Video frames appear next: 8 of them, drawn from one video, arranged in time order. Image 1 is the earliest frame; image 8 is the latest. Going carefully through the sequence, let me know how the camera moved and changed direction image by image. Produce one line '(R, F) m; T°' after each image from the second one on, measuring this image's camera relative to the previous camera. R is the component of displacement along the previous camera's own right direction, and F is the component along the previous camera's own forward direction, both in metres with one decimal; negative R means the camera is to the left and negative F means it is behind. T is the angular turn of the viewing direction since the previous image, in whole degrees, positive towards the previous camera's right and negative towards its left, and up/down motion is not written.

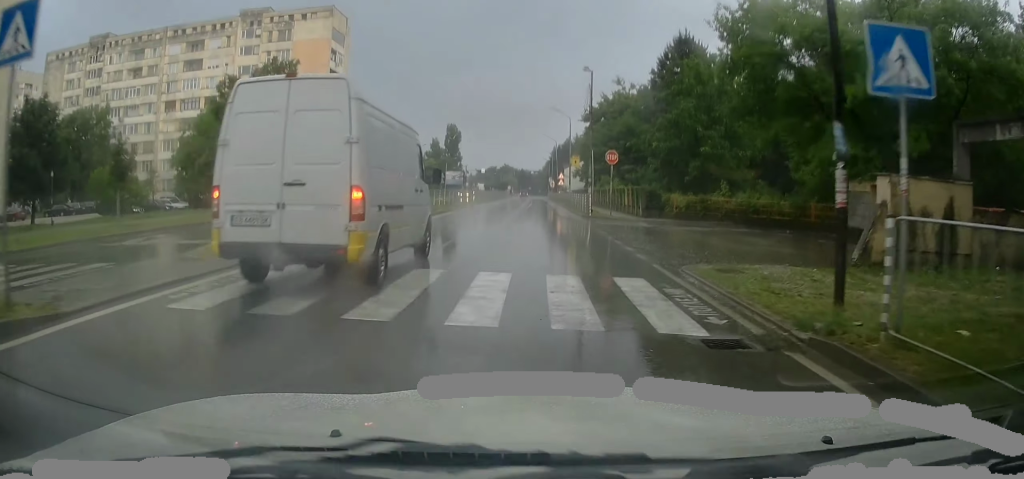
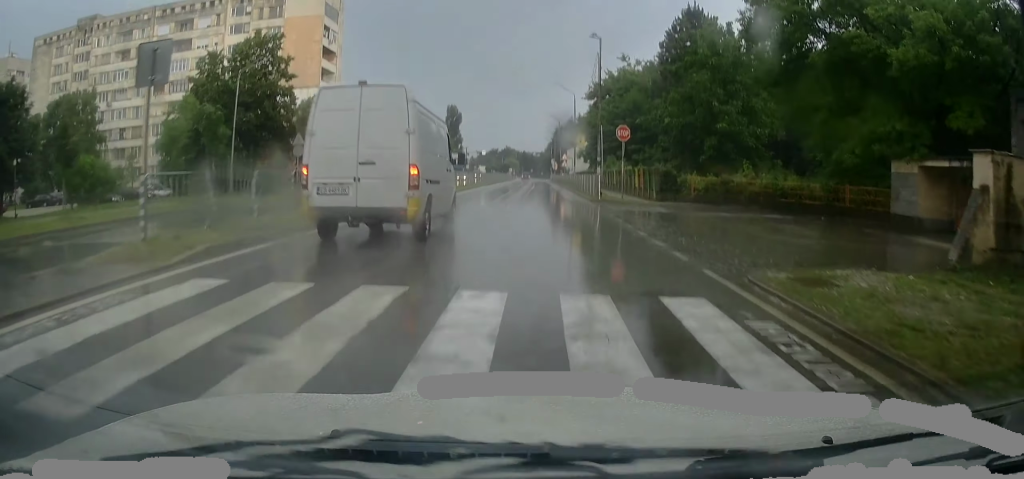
(-0.2, +3.8) m; 0°
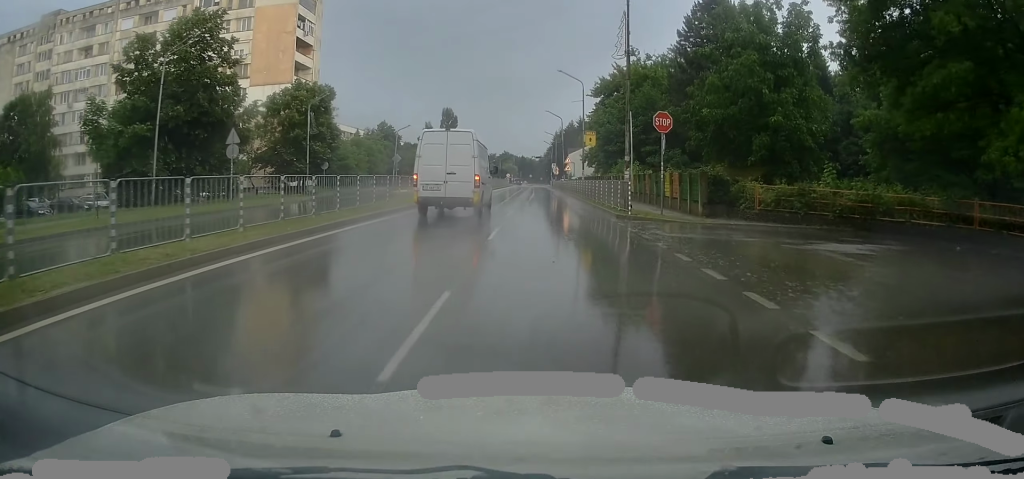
(+0.3, +9.5) m; +4°
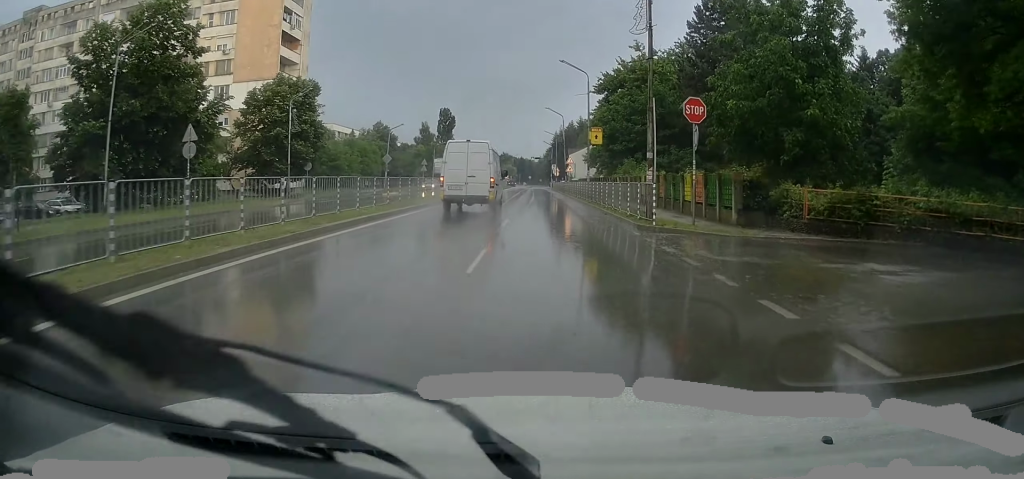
(+0.1, +4.3) m; -1°
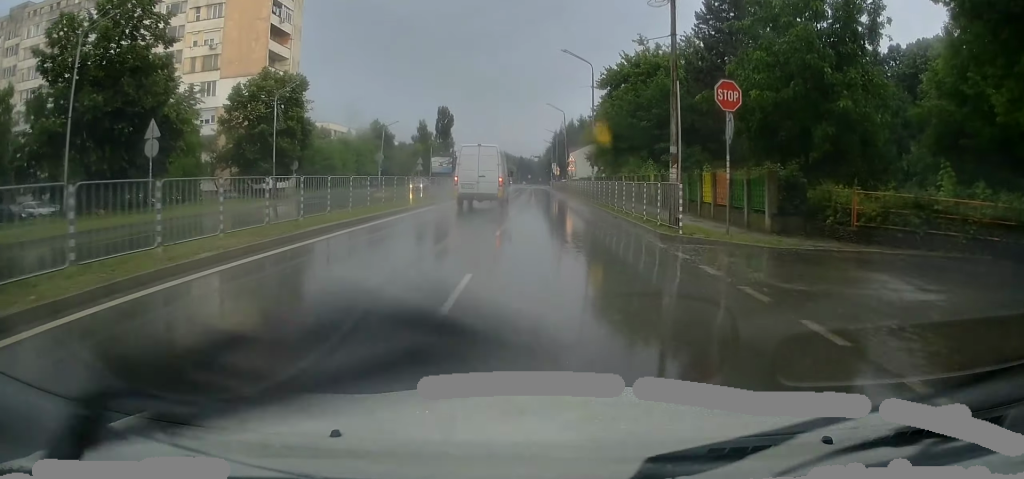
(+0.1, +3.0) m; -1°
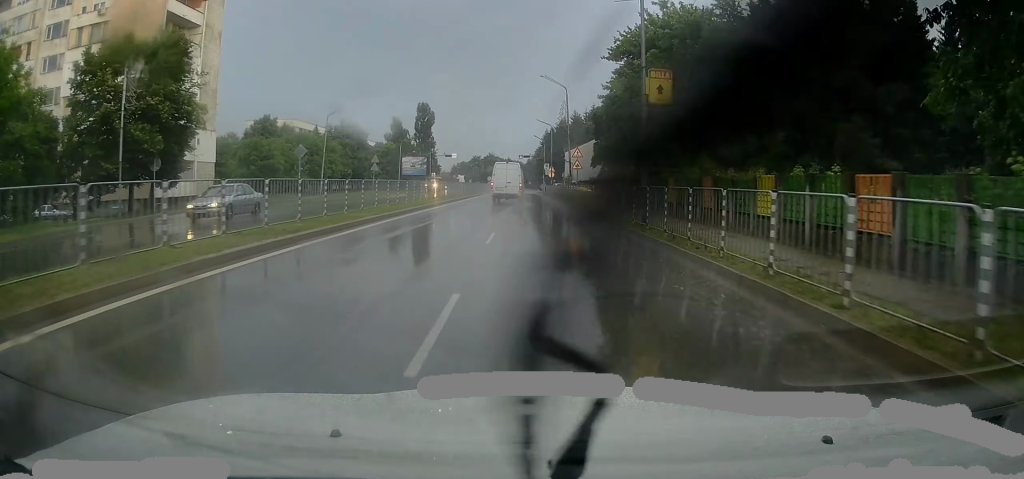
(+0.5, +17.4) m; +3°
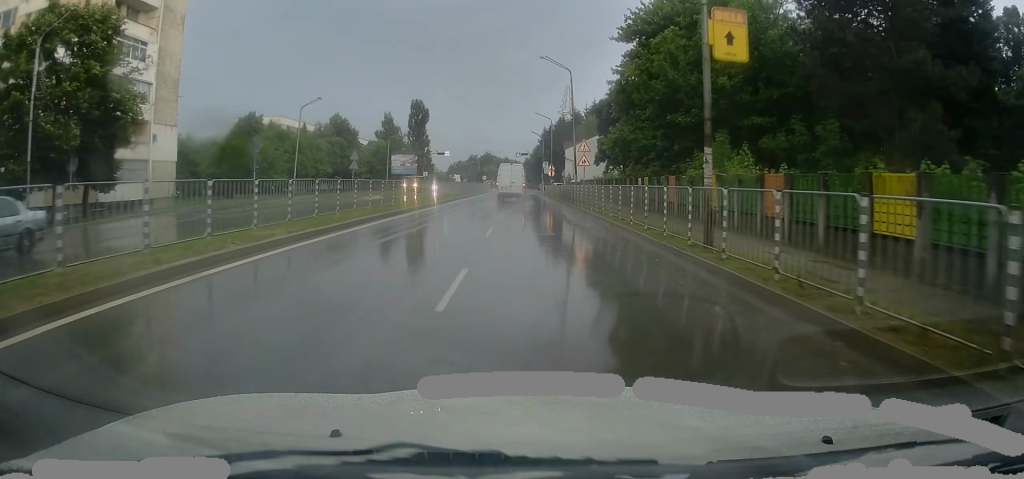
(-0.2, +6.3) m; -2°
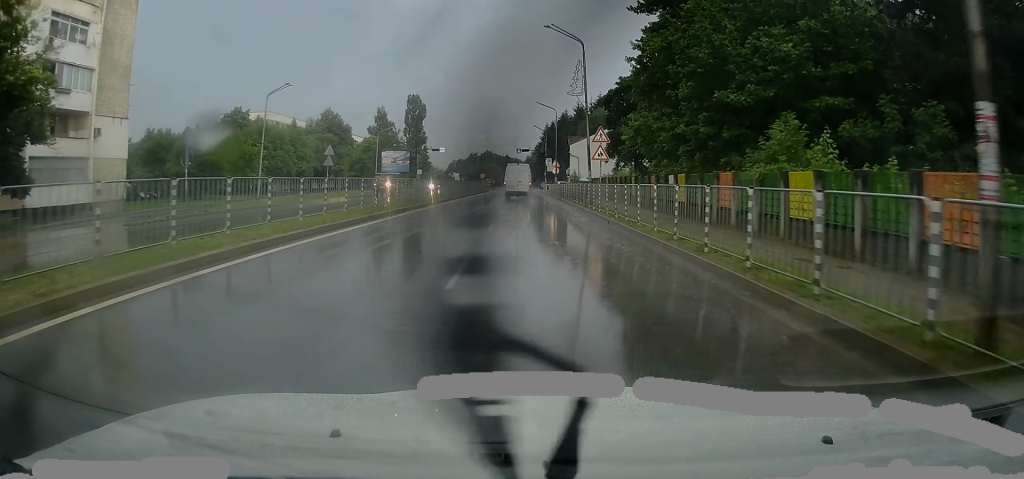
(-0.1, +7.2) m; -2°
